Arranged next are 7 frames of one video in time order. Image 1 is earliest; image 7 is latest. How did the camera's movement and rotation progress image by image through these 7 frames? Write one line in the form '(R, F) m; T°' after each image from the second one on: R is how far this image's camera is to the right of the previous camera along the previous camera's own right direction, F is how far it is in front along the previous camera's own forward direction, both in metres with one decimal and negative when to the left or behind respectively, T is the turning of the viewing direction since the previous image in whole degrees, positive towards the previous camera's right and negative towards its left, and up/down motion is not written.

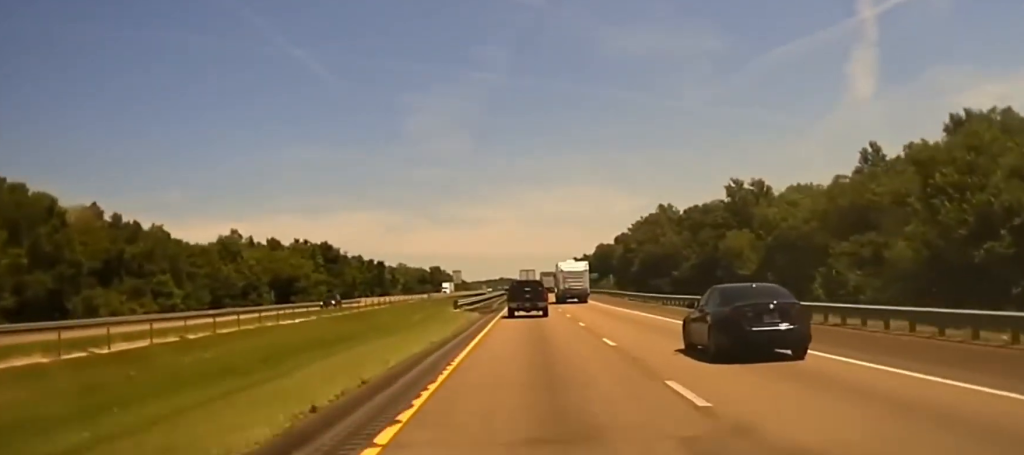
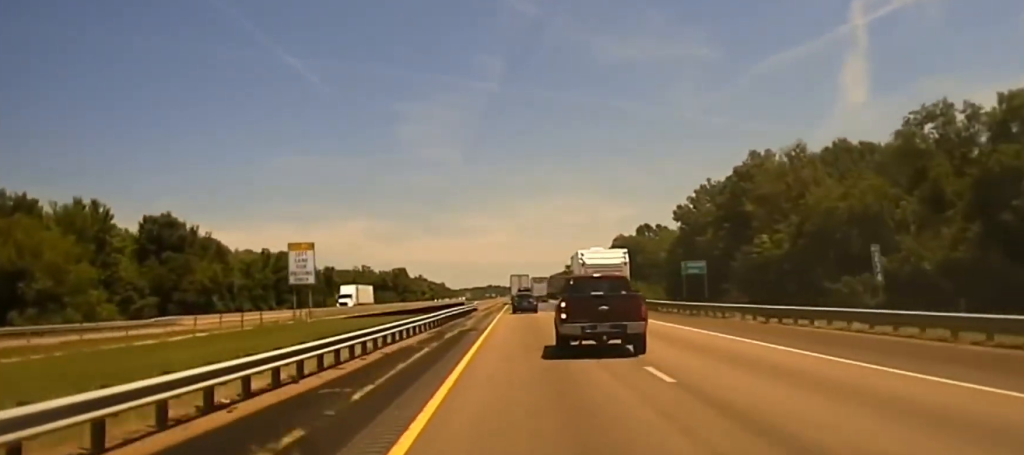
(+0.7, +82.9) m; 0°
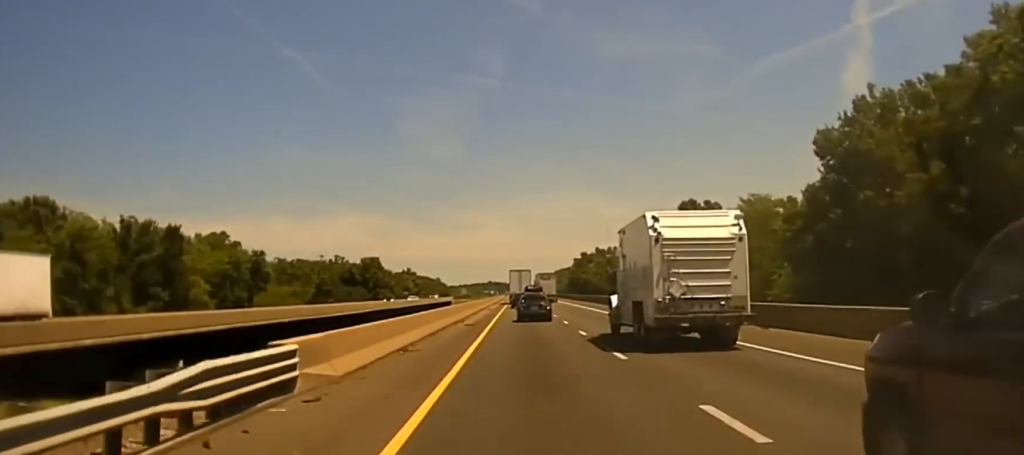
(+0.2, +67.1) m; 0°
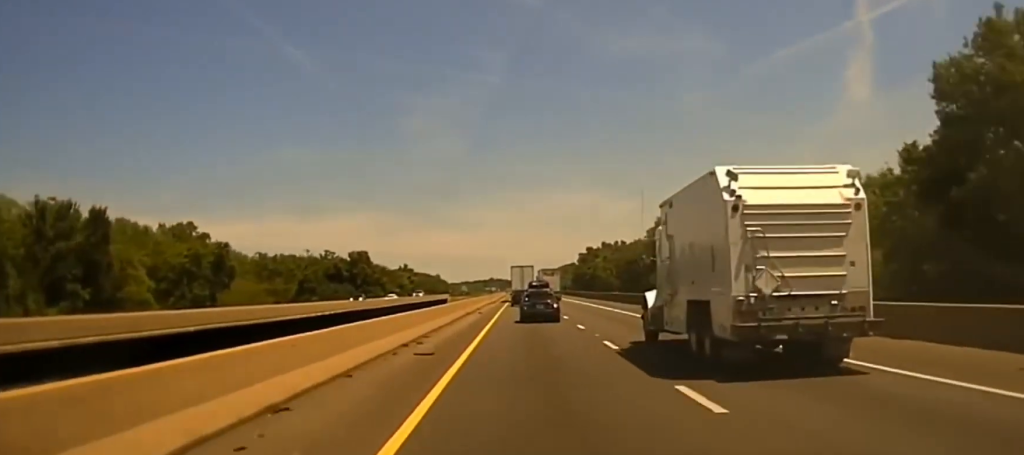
(0.0, +23.0) m; 0°
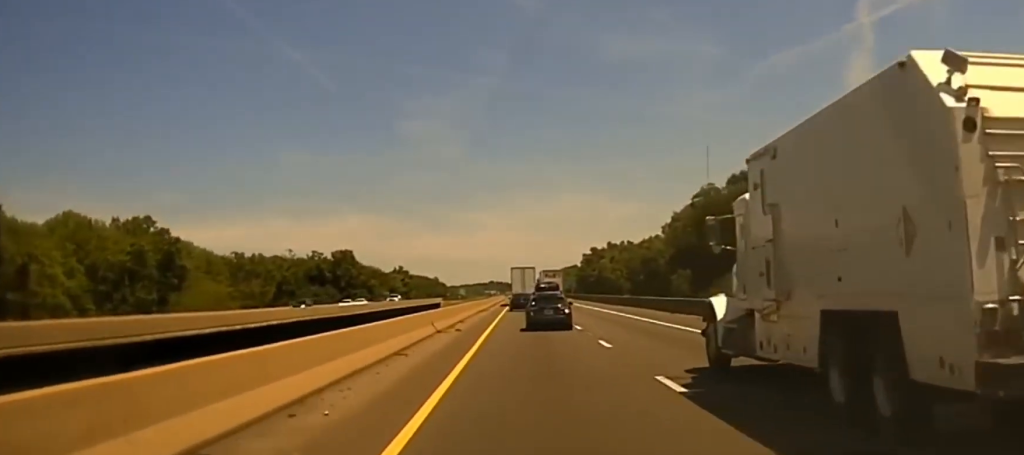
(-0.1, +24.8) m; 0°
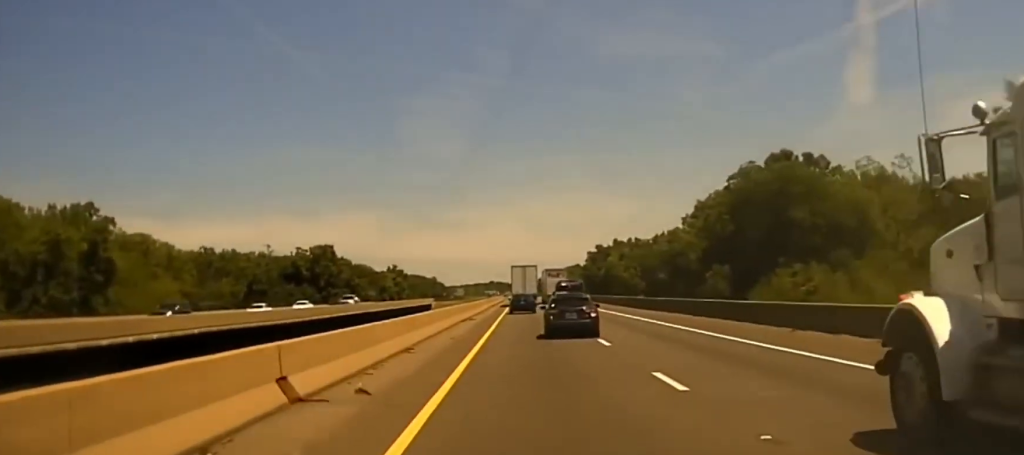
(0.0, +26.1) m; 0°
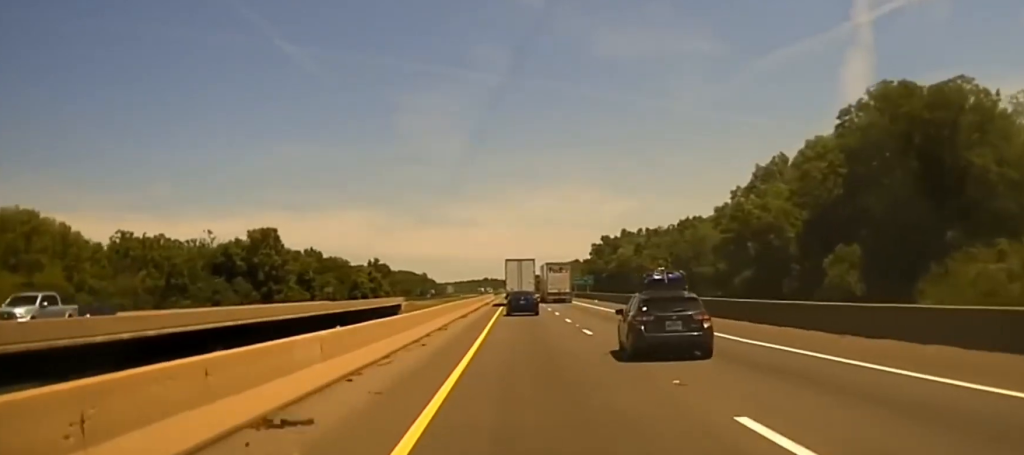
(-0.2, +45.0) m; -1°
